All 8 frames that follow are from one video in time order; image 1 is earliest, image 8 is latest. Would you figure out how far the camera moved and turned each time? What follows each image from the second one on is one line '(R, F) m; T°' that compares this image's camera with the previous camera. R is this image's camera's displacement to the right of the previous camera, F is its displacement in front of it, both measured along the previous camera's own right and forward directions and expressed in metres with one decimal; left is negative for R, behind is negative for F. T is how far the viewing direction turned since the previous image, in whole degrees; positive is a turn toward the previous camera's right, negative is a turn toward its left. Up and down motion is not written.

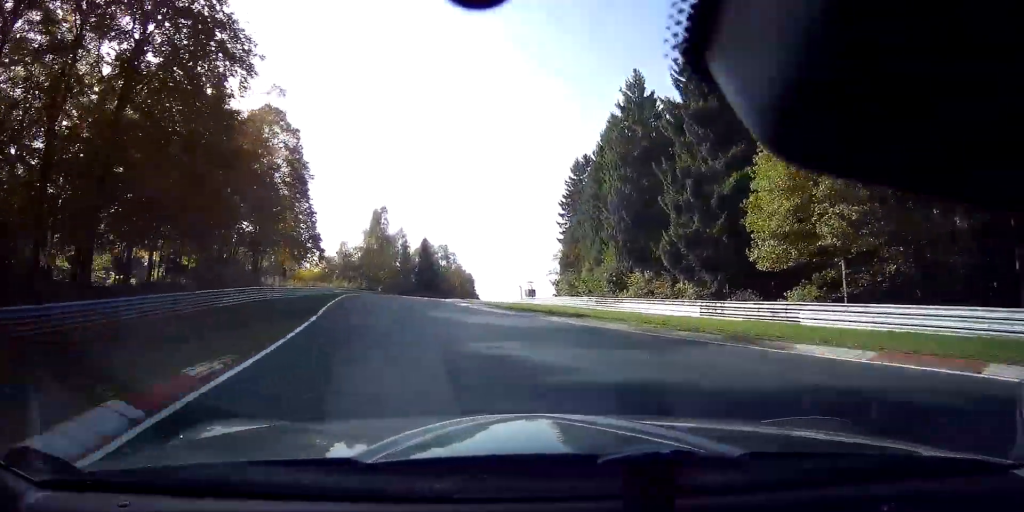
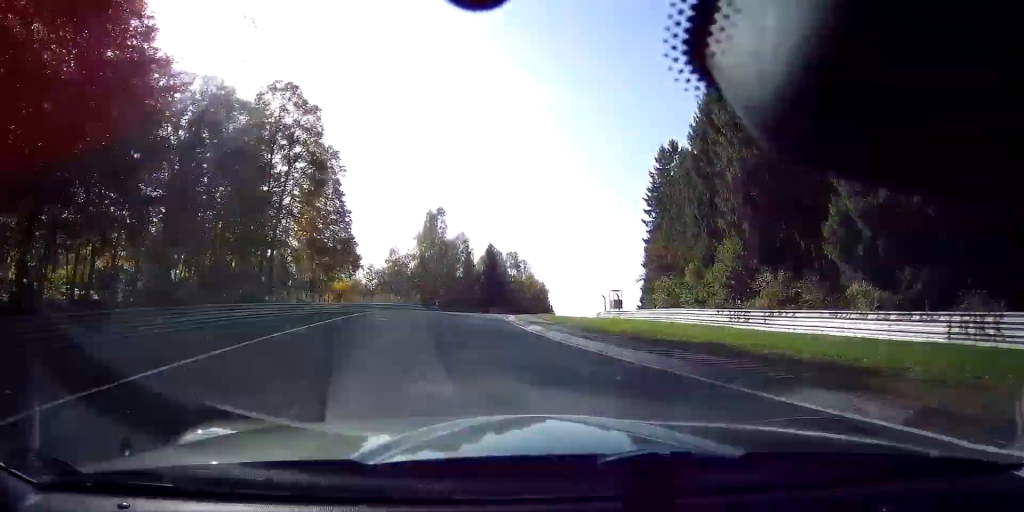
(-1.0, +14.0) m; -4°
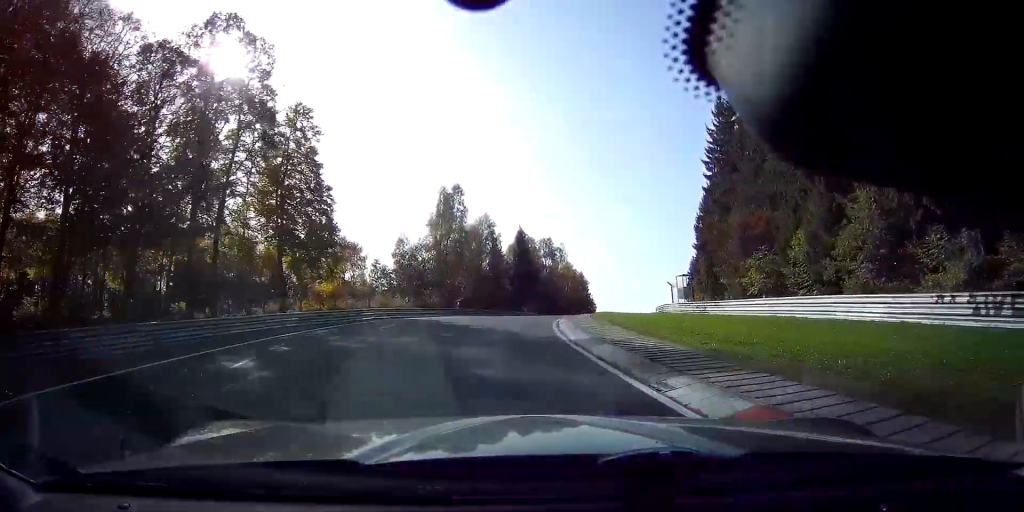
(-1.1, +15.3) m; -1°
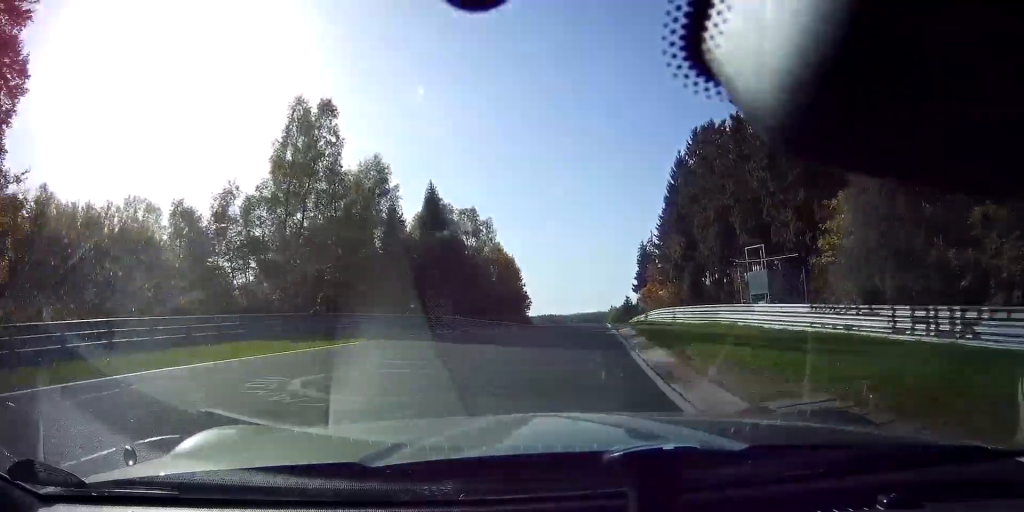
(+0.6, +28.3) m; +5°
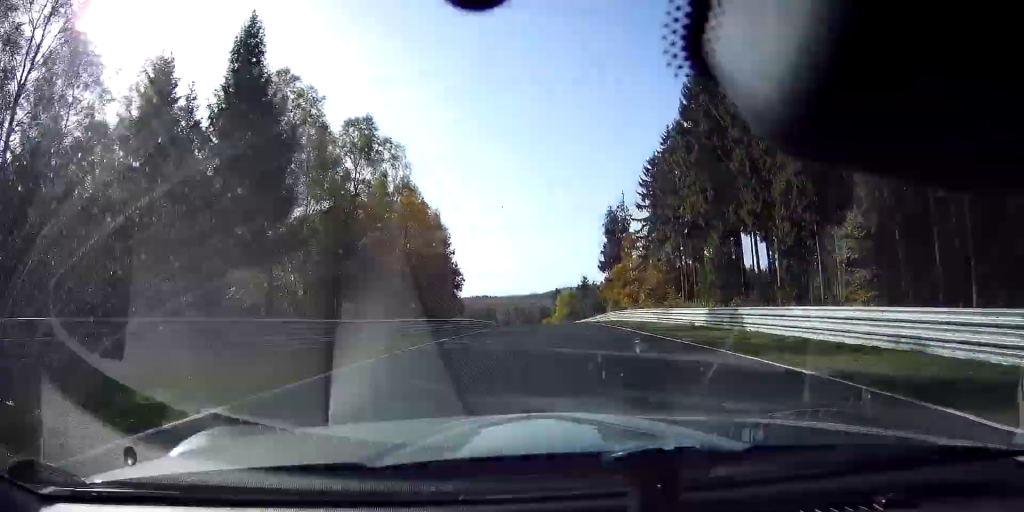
(+1.9, +32.0) m; +6°
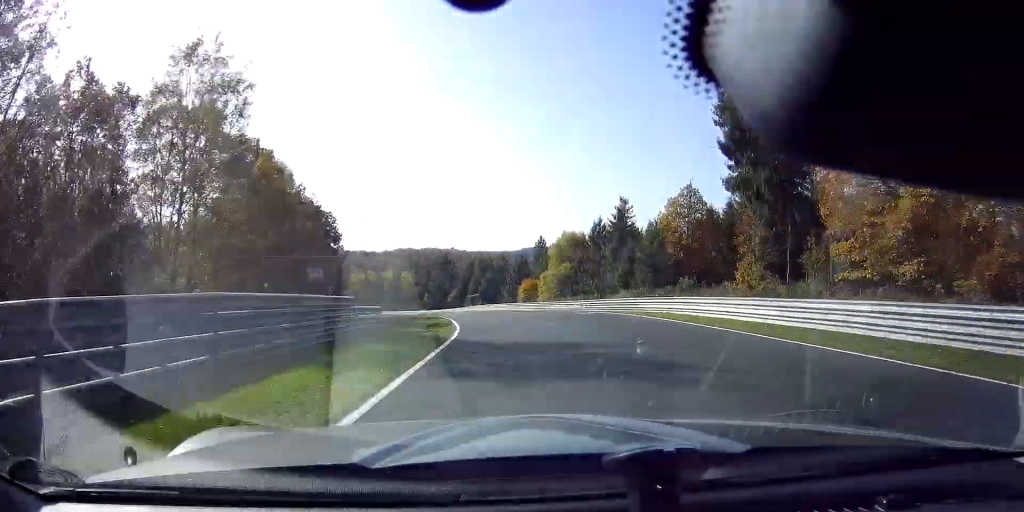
(+2.7, +67.1) m; +1°
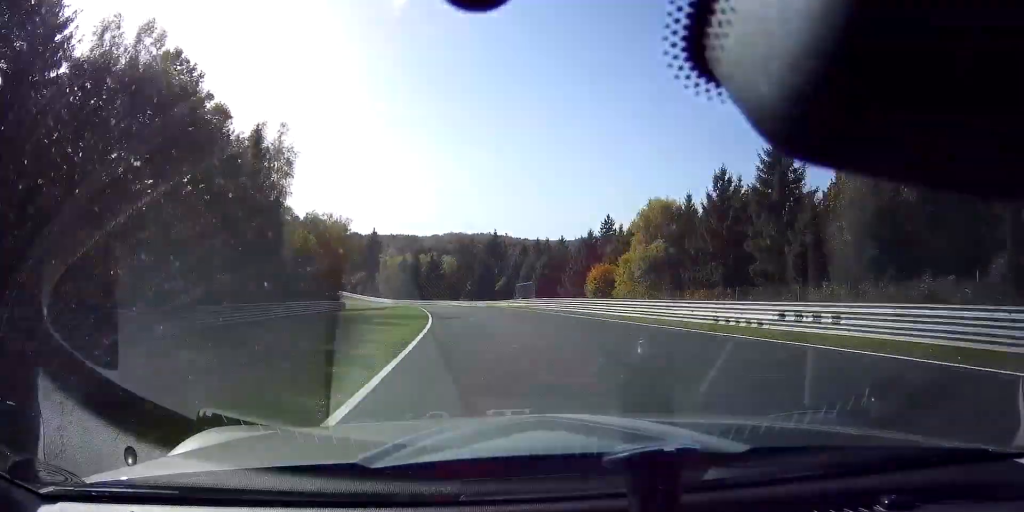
(-1.0, +27.4) m; -5°
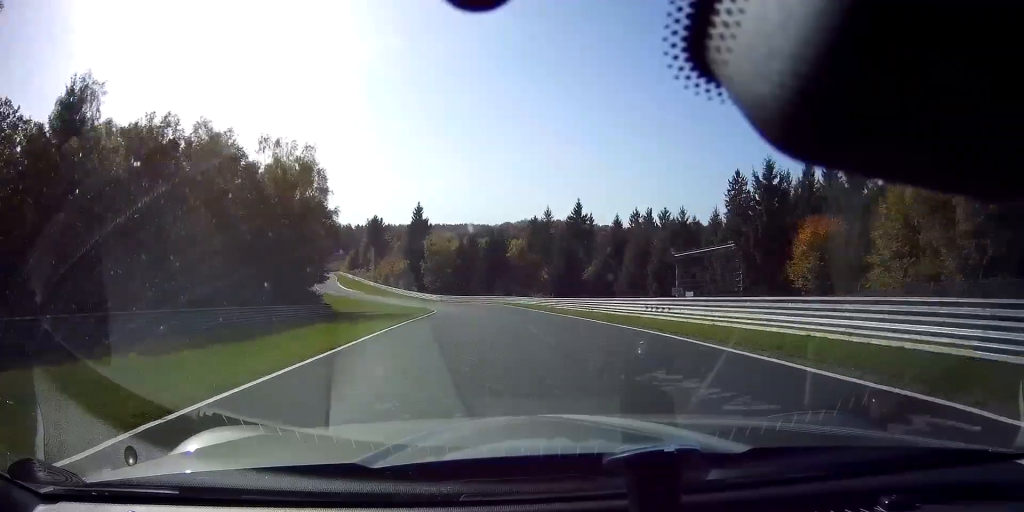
(-2.6, +41.7) m; -9°
